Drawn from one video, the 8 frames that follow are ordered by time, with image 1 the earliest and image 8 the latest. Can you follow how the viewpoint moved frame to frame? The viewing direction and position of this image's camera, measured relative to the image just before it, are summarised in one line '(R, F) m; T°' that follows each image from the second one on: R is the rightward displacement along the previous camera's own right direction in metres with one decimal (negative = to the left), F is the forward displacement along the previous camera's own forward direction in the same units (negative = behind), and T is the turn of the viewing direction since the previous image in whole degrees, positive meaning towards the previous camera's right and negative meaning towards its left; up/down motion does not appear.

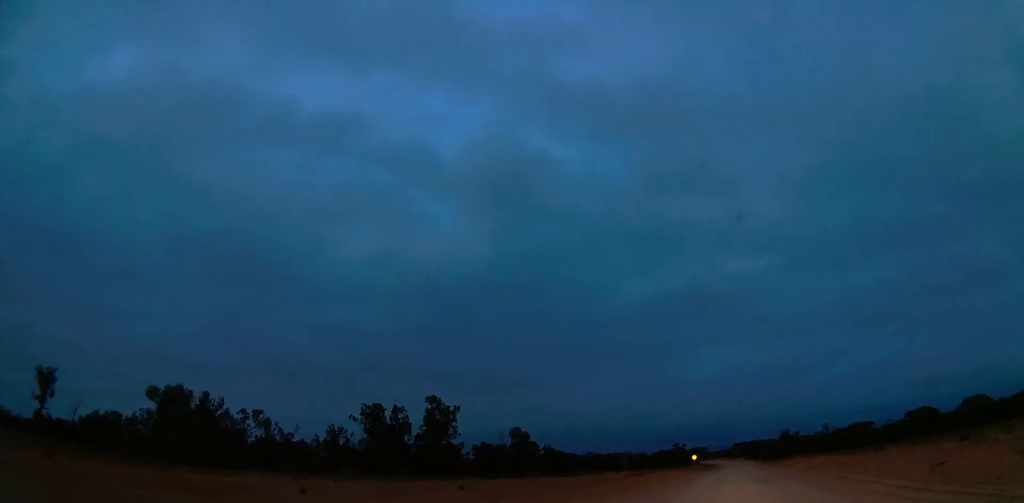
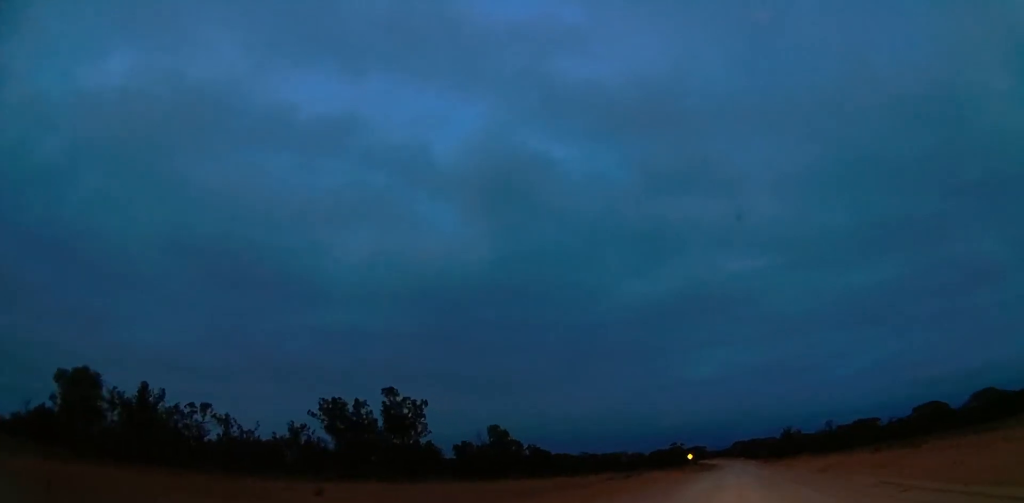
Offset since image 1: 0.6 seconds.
(0.0, +9.1) m; +1°
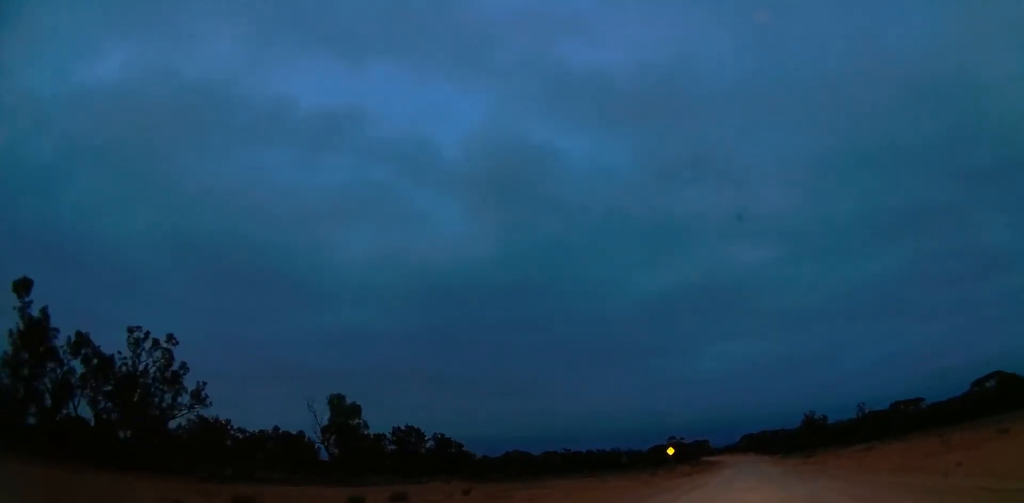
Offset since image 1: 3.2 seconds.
(+1.1, +40.6) m; +1°
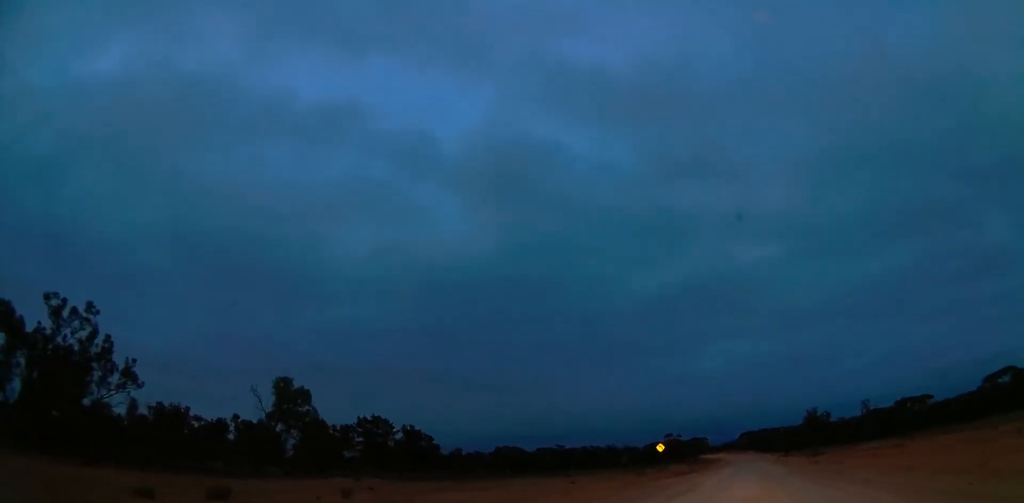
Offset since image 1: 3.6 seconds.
(0.0, +7.5) m; 0°
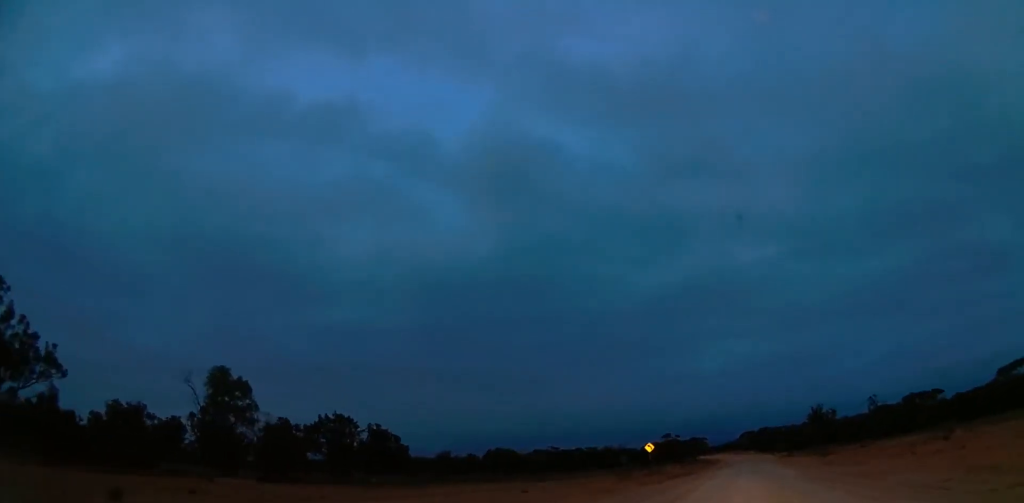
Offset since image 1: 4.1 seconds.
(0.0, +7.5) m; -1°
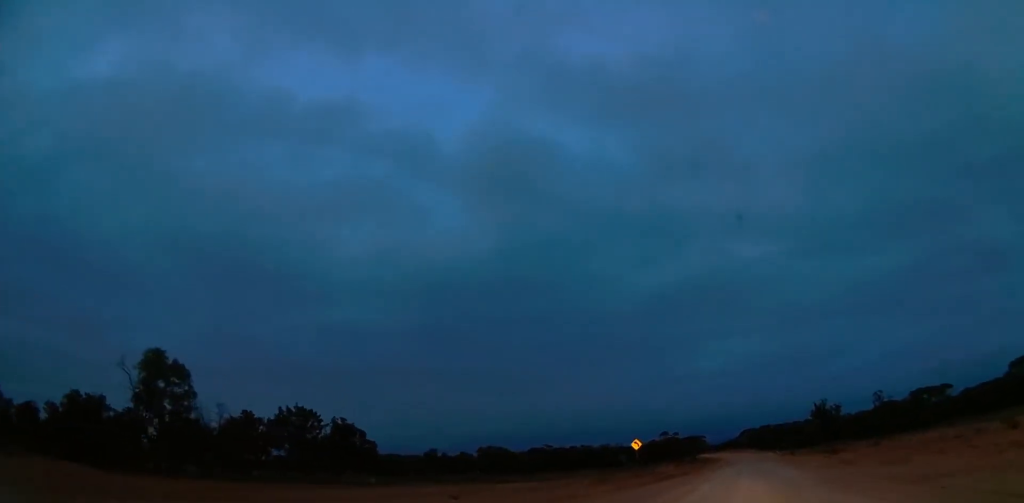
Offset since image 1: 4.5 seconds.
(+0.1, +6.5) m; -1°
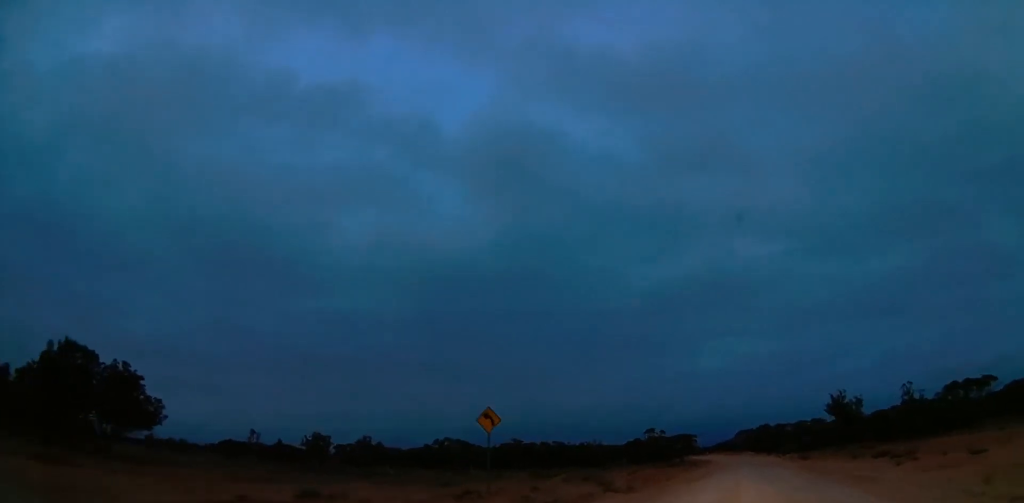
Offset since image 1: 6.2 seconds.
(-0.8, +26.7) m; -2°
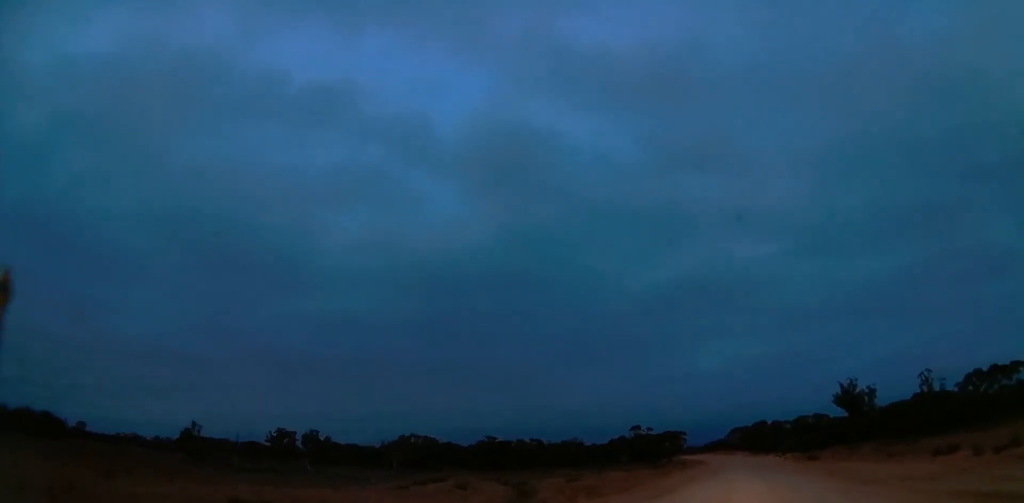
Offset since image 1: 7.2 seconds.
(0.0, +15.2) m; +3°
